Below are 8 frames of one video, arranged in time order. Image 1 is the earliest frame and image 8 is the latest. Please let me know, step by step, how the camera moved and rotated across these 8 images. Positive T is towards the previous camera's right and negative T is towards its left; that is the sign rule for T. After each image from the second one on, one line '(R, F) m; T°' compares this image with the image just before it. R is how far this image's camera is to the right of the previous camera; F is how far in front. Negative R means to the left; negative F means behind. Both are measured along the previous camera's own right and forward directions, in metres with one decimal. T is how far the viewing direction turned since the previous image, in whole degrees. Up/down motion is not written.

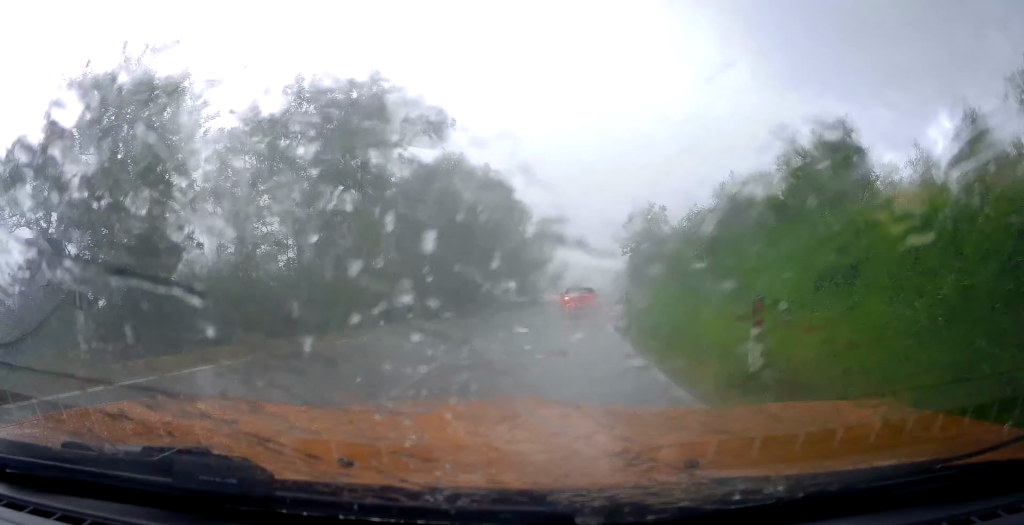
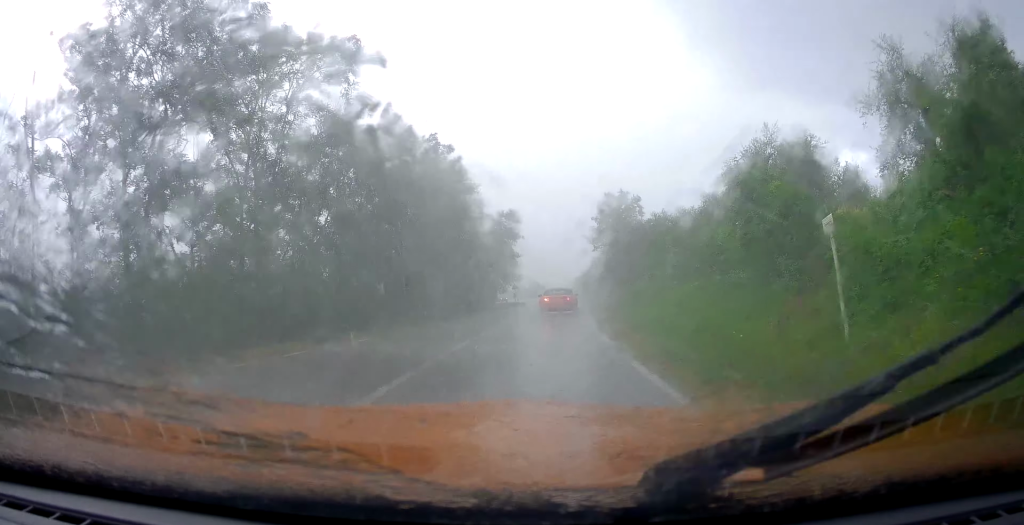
(+0.3, +8.2) m; +5°
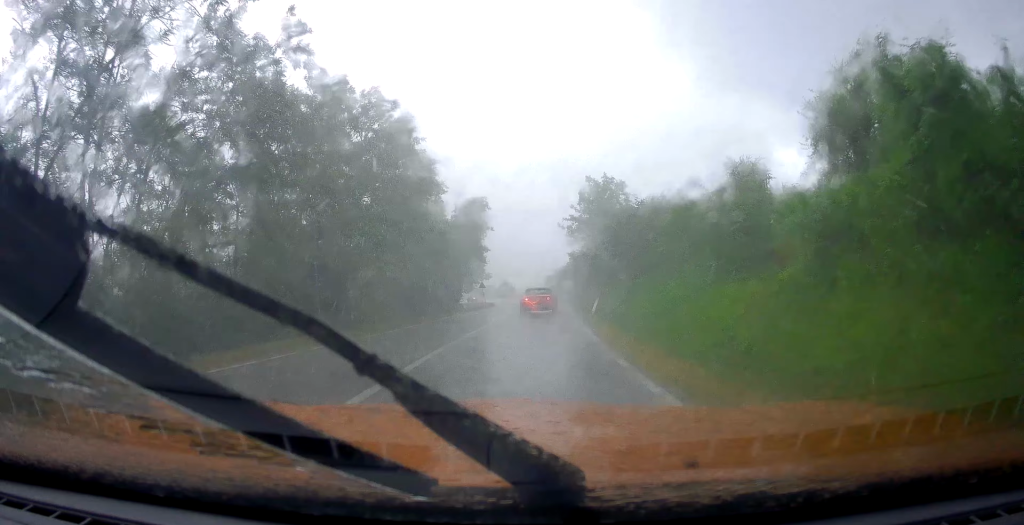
(+0.5, +8.0) m; +3°
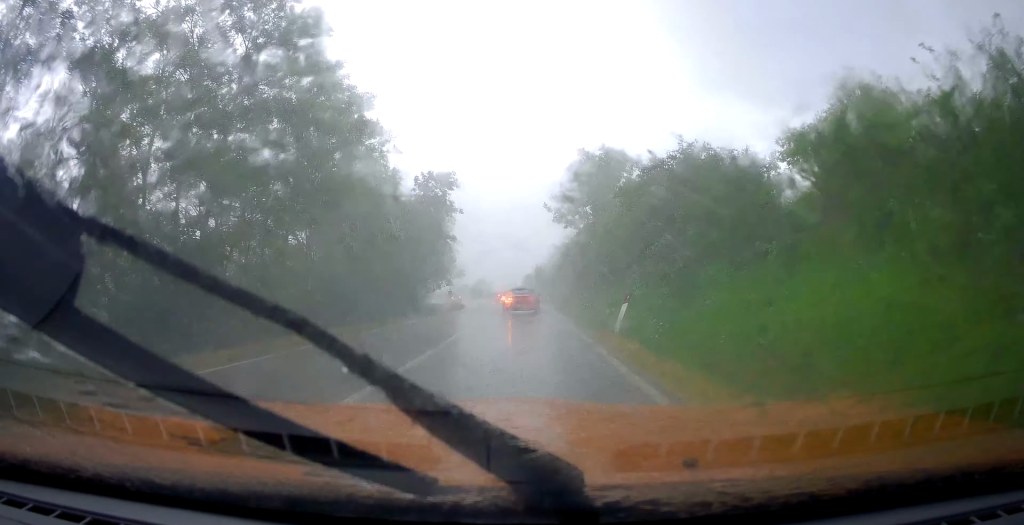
(+0.1, +10.8) m; +1°
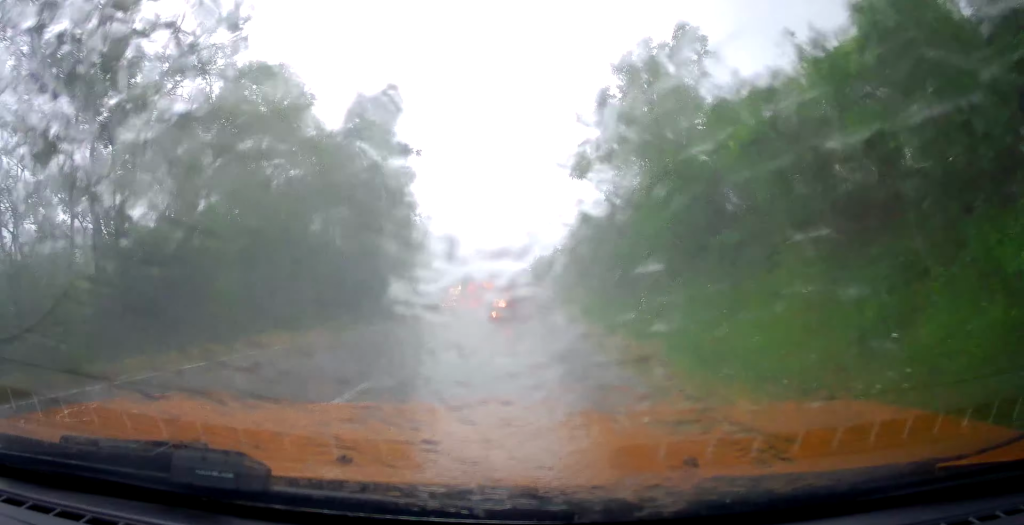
(0.0, +16.6) m; +1°
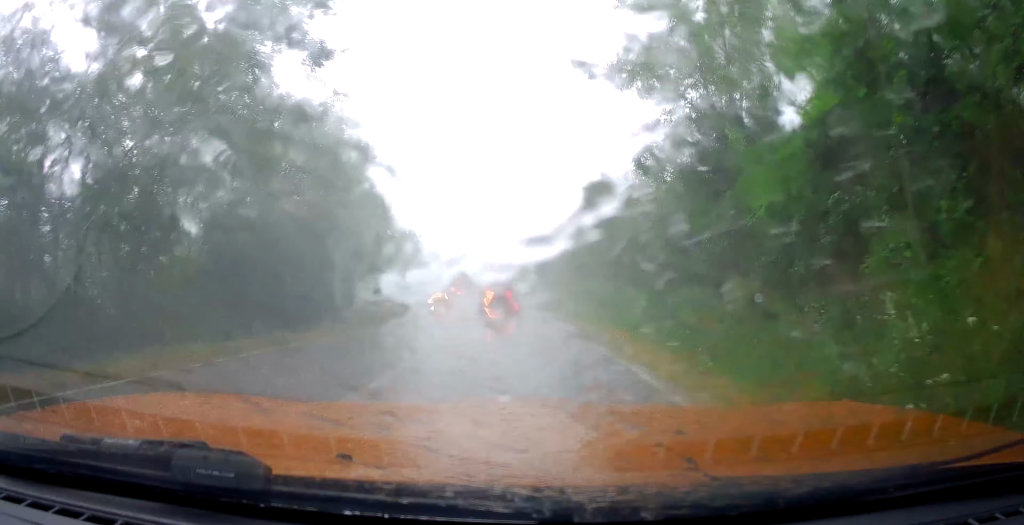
(+0.2, +10.3) m; 0°
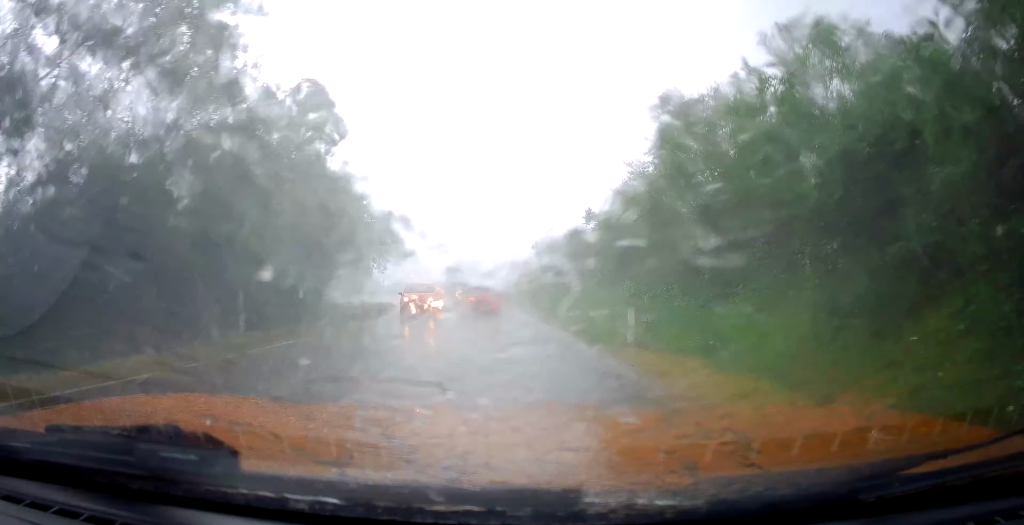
(-0.1, +10.3) m; -2°
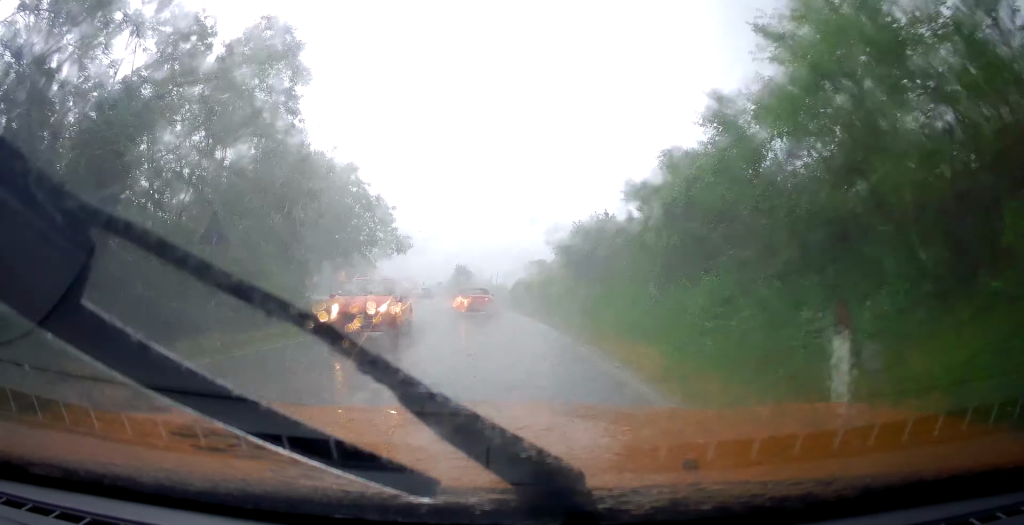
(-0.1, +6.8) m; -1°
